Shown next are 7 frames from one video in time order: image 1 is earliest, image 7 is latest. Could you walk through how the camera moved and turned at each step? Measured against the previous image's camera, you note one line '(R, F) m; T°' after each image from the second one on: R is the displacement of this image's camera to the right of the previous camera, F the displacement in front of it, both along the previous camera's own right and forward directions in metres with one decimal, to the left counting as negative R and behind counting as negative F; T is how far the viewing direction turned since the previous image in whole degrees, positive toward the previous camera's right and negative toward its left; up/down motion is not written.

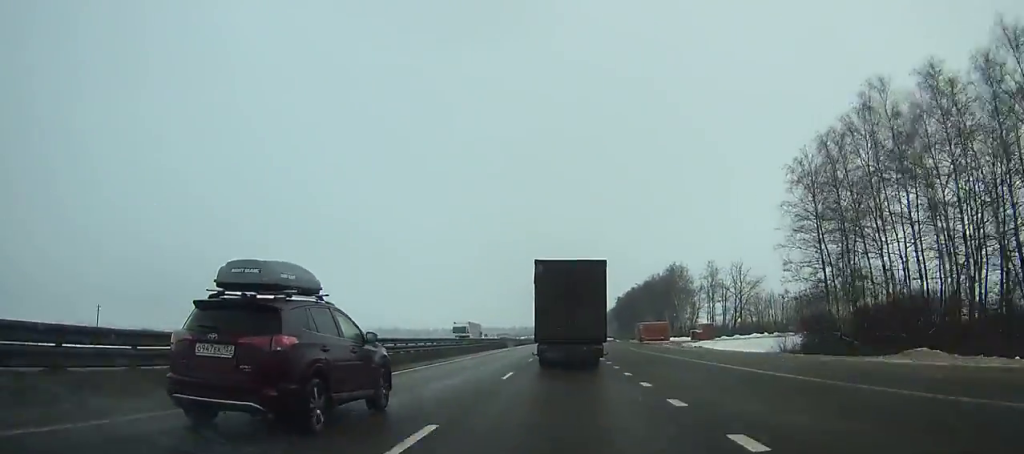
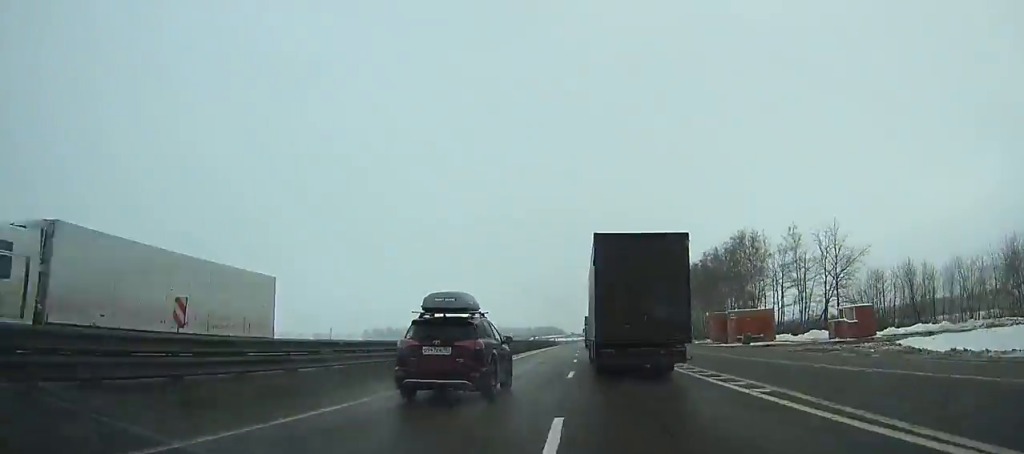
(-0.3, +47.9) m; 0°
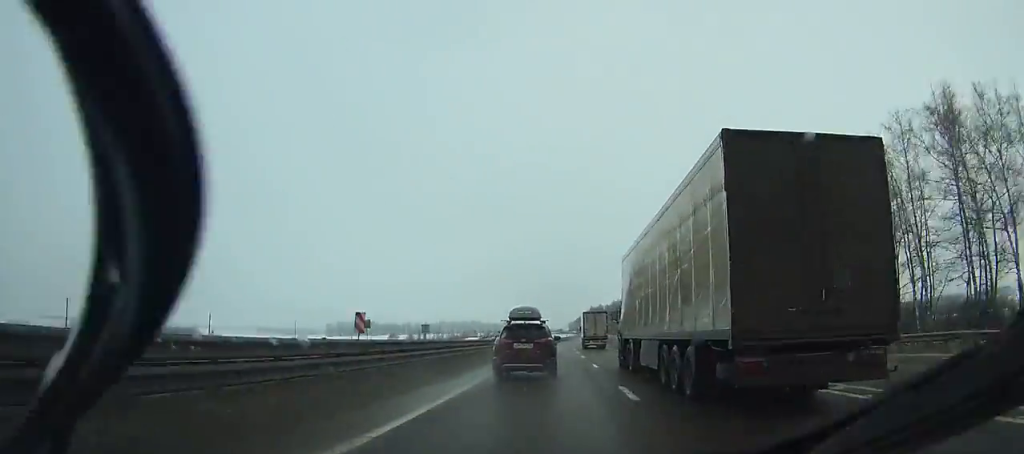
(0.0, +67.0) m; +1°
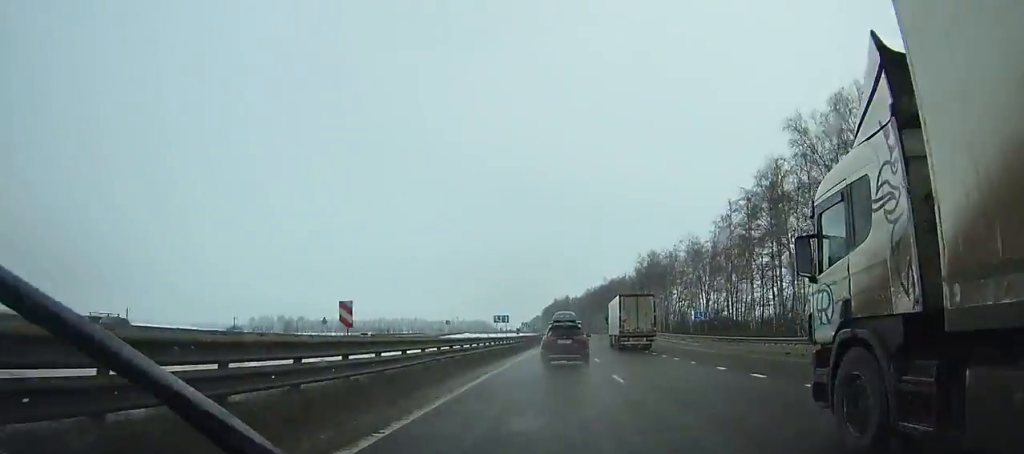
(+4.4, +117.3) m; +3°
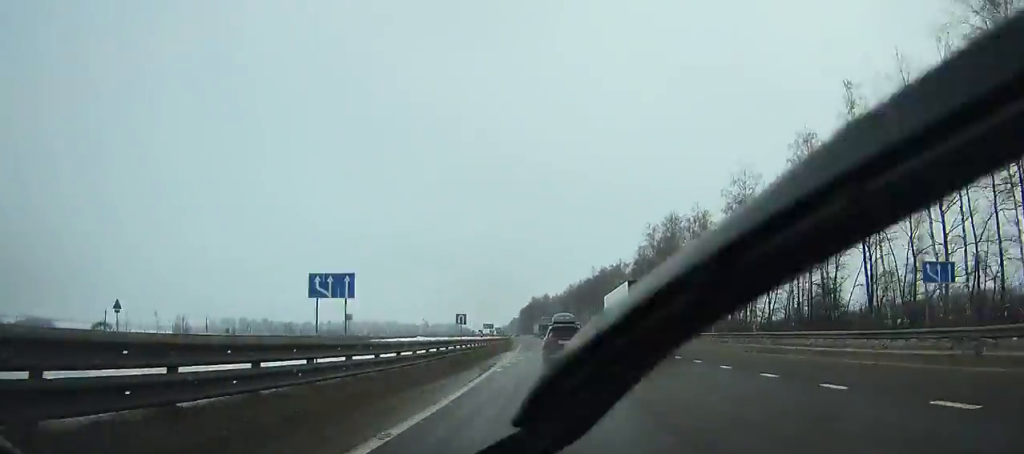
(+0.7, +46.9) m; +1°
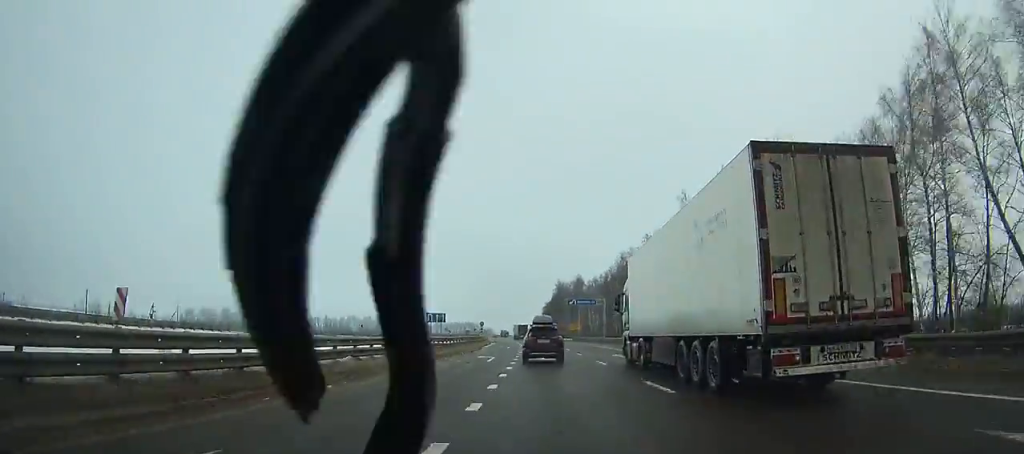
(-2.1, +110.7) m; -3°
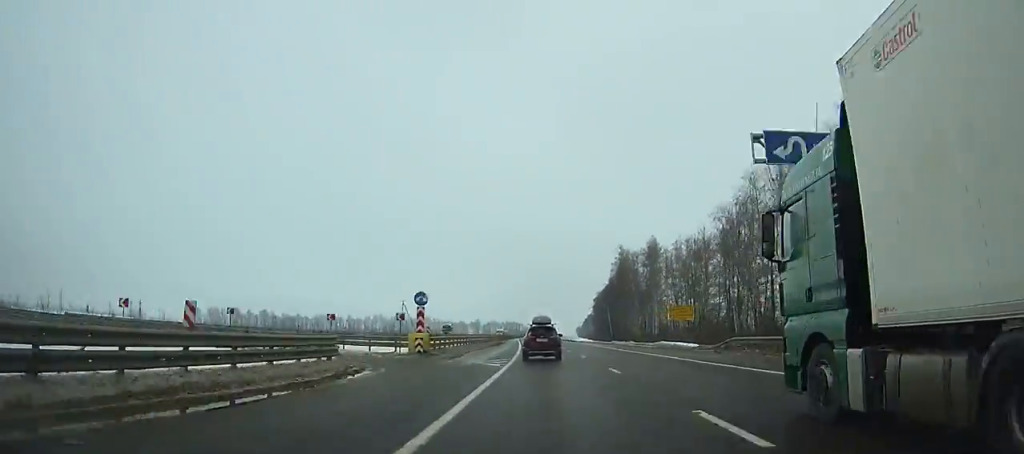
(-2.3, +77.5) m; -3°
